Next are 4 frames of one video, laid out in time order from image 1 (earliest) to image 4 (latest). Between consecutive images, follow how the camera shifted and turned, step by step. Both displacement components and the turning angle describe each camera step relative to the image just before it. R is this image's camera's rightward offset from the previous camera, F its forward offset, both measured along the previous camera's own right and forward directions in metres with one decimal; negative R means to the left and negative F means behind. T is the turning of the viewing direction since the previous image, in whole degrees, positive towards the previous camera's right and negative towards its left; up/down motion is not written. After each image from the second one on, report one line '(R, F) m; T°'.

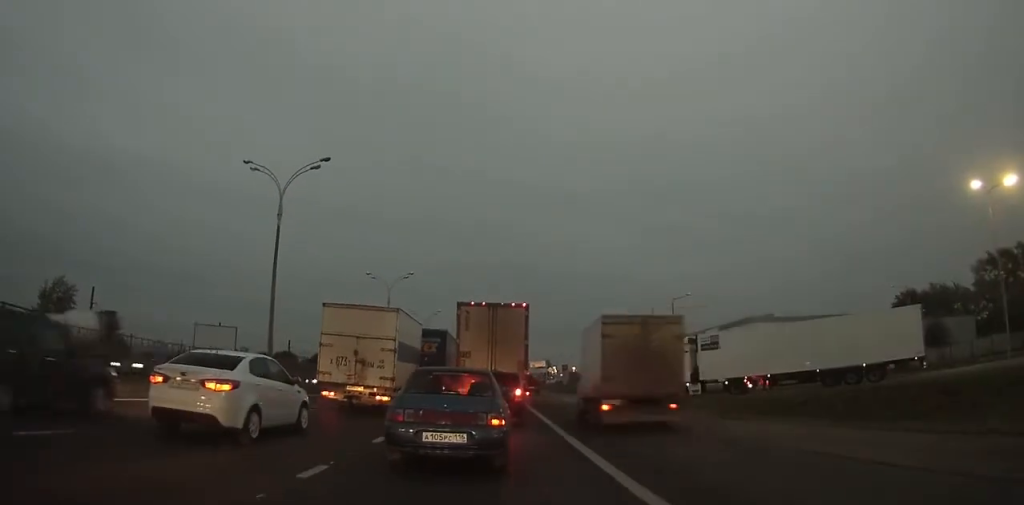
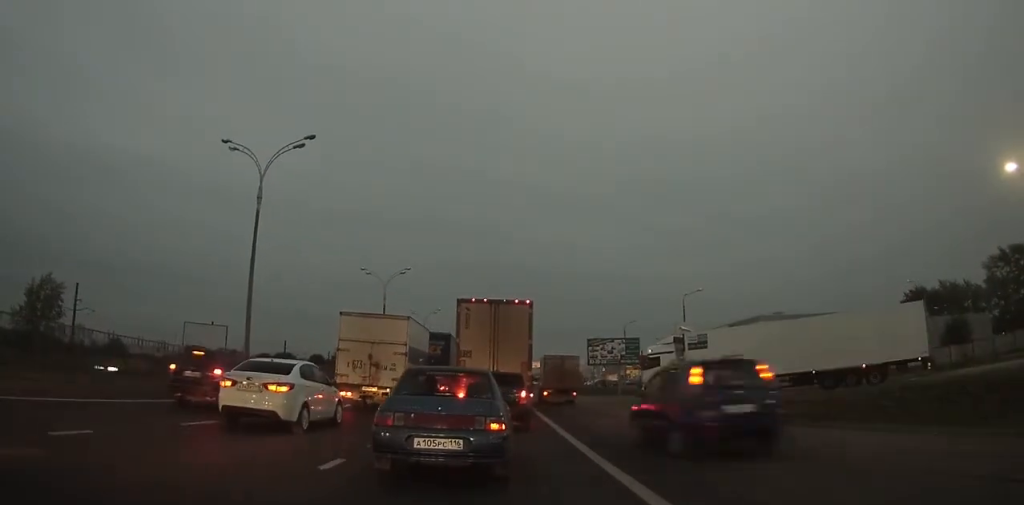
(0.0, +1.7) m; +1°
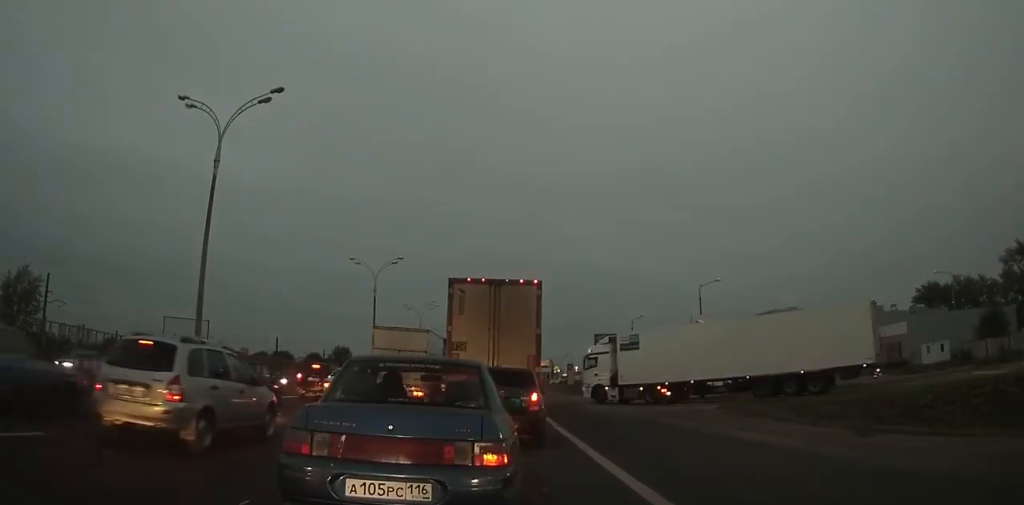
(+0.1, +3.7) m; +3°
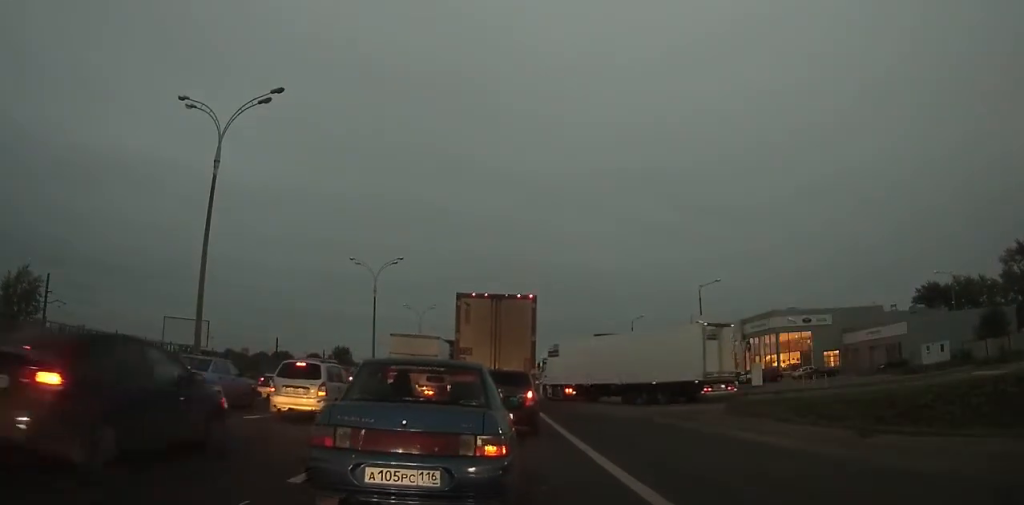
(0.0, +2.0) m; +1°
